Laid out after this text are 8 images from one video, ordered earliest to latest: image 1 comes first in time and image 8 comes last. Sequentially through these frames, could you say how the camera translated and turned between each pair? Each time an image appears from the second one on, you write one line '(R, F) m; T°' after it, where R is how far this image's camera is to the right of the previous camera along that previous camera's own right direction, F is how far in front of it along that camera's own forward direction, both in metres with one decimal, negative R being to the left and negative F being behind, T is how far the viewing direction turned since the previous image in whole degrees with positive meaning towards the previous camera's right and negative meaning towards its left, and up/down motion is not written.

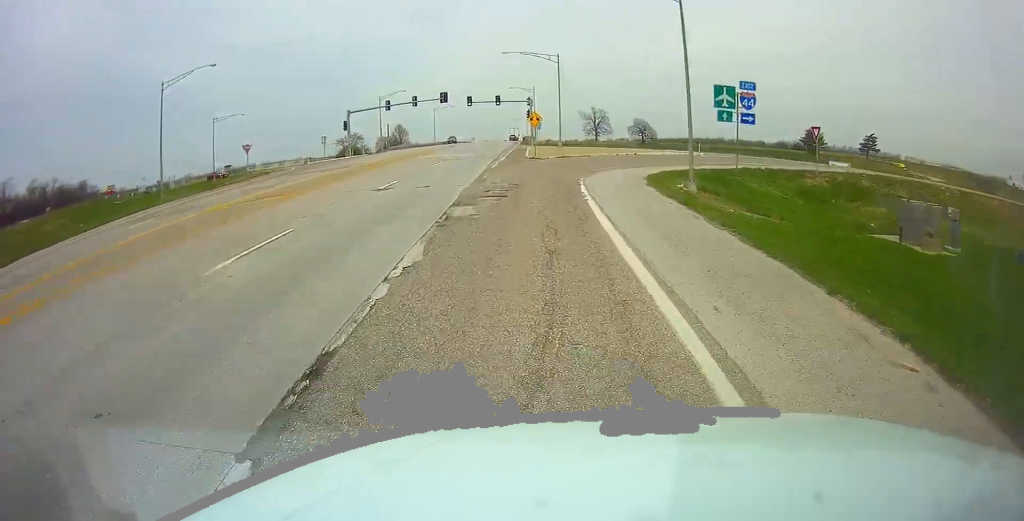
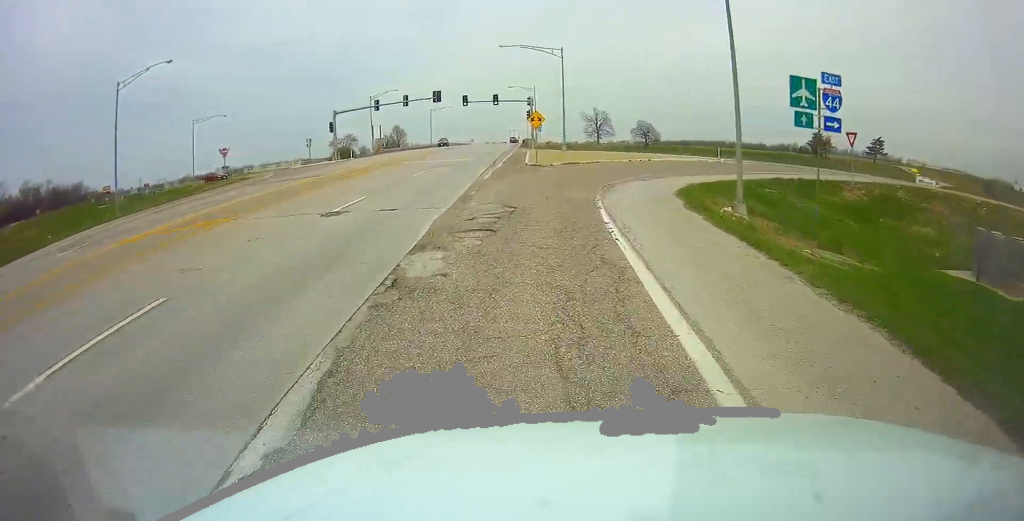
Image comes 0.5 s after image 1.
(-0.1, +6.1) m; 0°
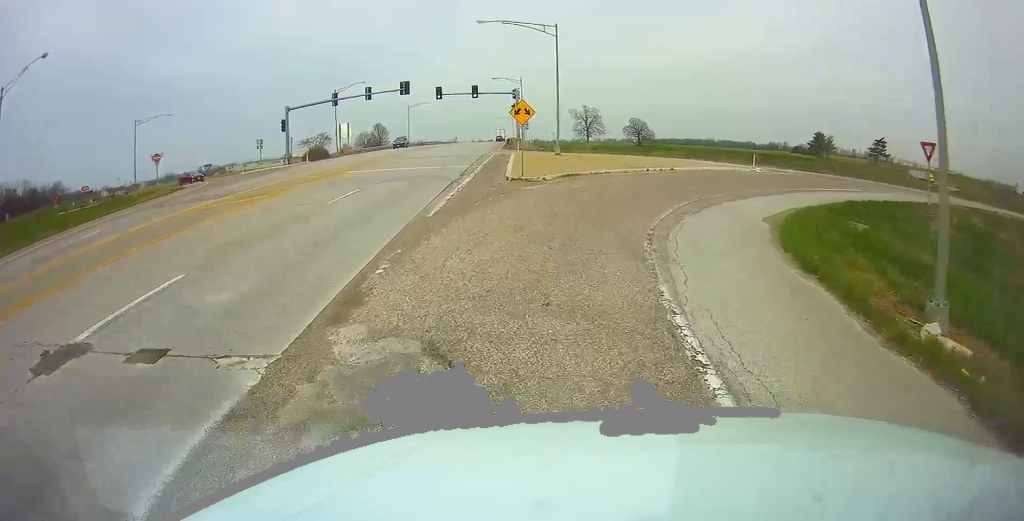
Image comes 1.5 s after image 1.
(+0.2, +11.2) m; +3°
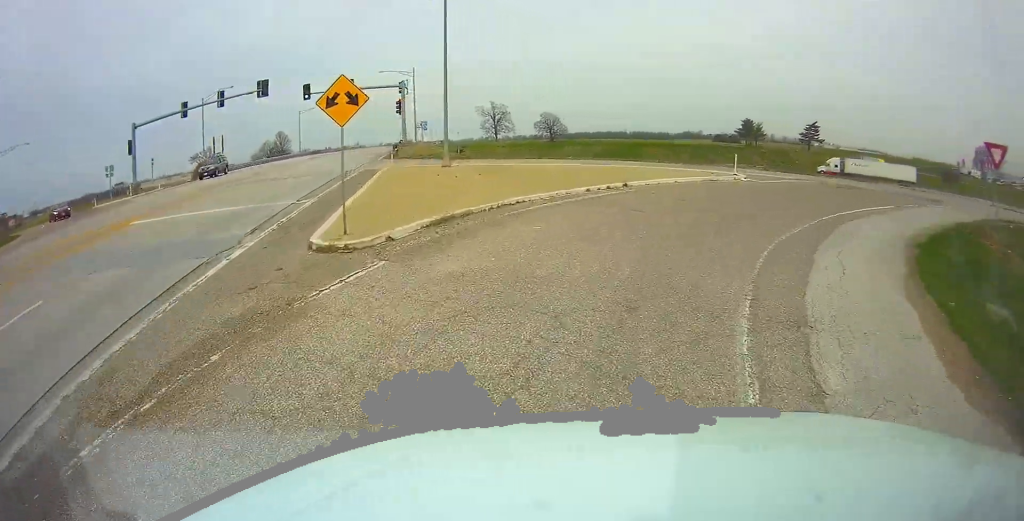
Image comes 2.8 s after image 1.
(+0.9, +12.5) m; +12°
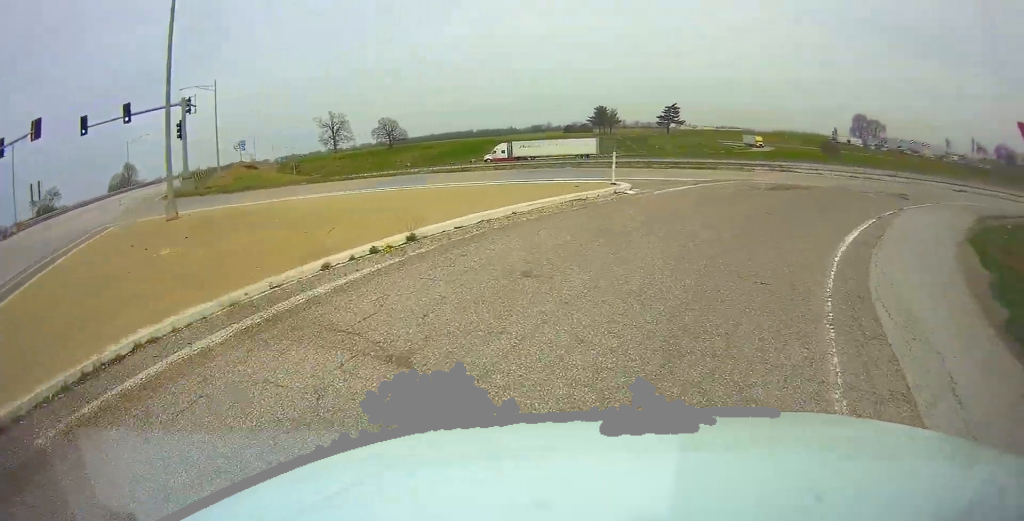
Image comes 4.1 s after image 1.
(+1.7, +9.8) m; +19°
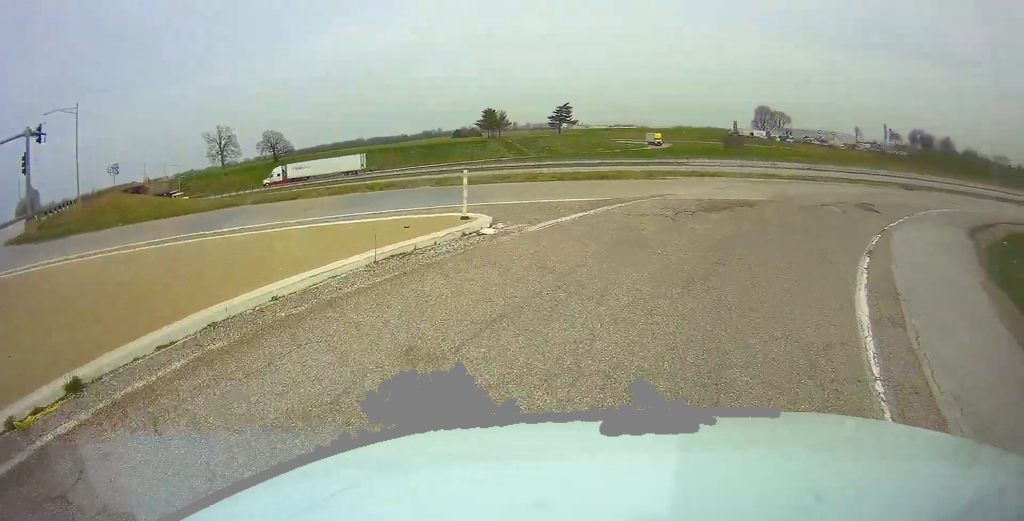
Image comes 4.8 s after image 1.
(+0.6, +5.8) m; +12°
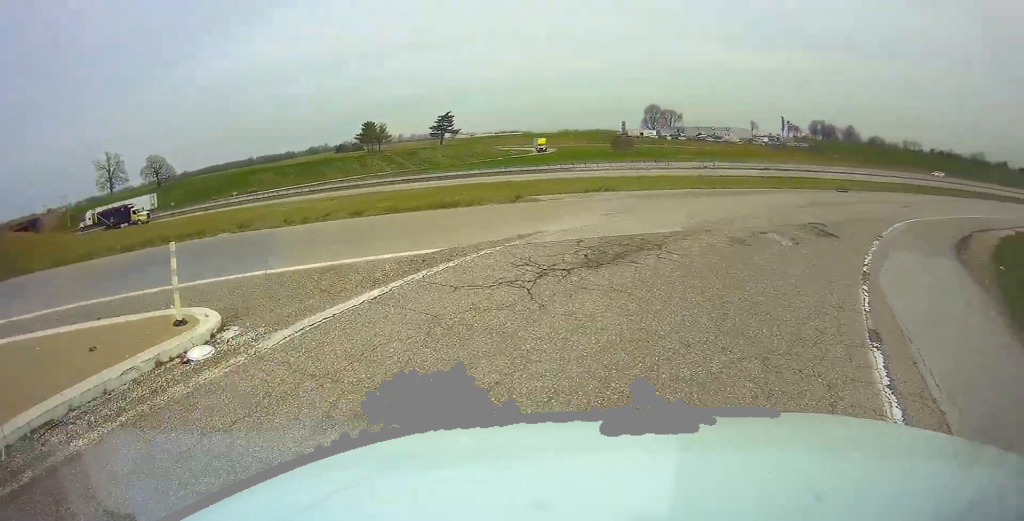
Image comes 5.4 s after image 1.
(-0.1, +5.0) m; +11°
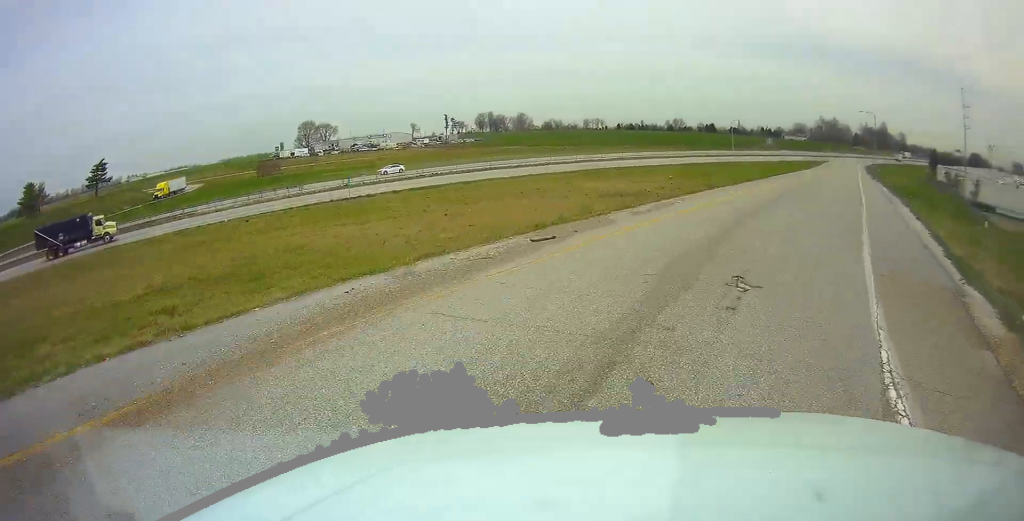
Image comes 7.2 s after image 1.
(+4.5, +14.6) m; +30°
